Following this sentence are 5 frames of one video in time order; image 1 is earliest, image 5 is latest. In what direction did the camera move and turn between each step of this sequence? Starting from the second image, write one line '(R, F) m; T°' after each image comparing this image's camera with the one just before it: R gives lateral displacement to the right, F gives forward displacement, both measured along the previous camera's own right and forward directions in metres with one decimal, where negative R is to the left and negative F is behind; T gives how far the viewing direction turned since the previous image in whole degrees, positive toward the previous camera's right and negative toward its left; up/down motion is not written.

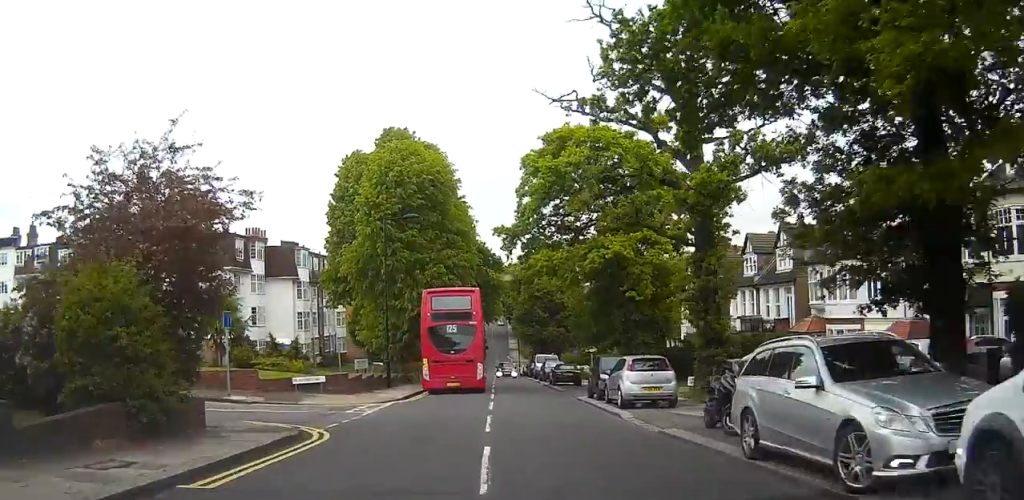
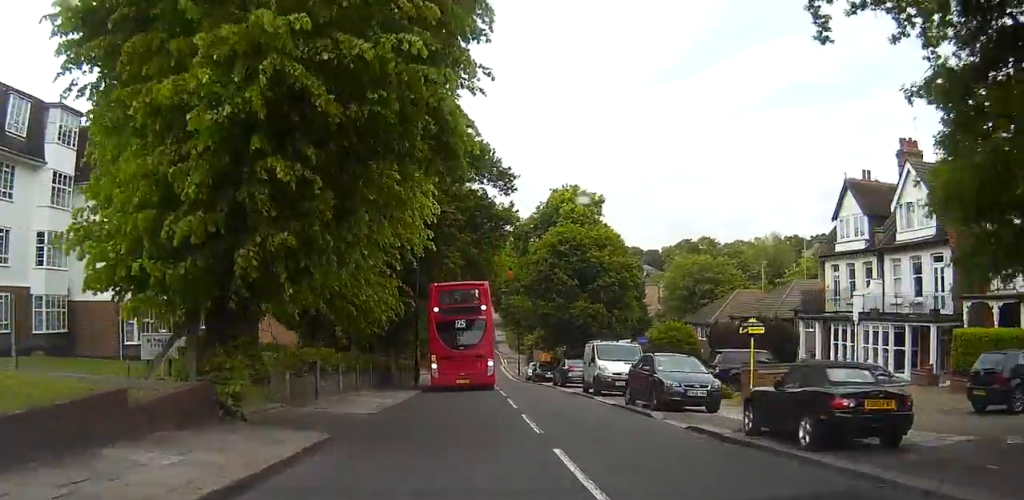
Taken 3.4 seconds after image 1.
(-0.2, +29.5) m; +1°
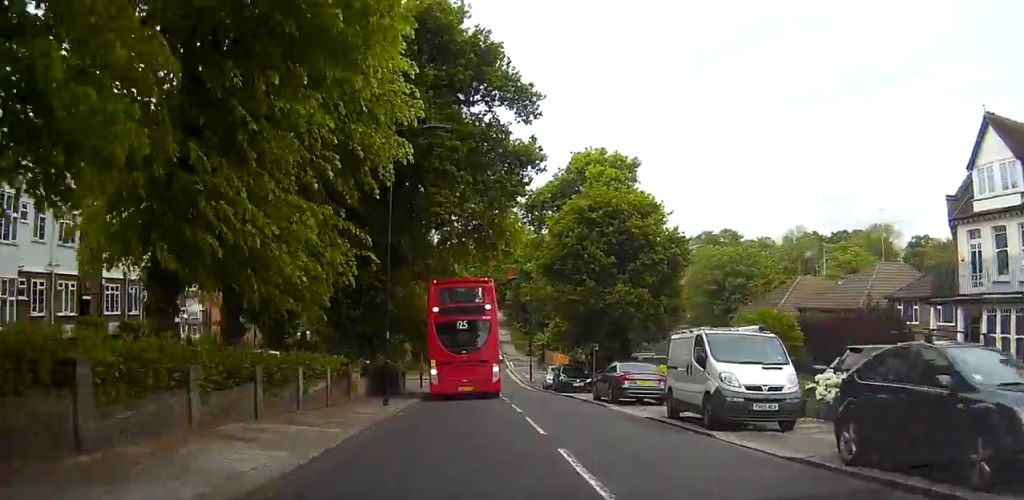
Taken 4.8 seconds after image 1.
(+0.2, +10.9) m; +3°
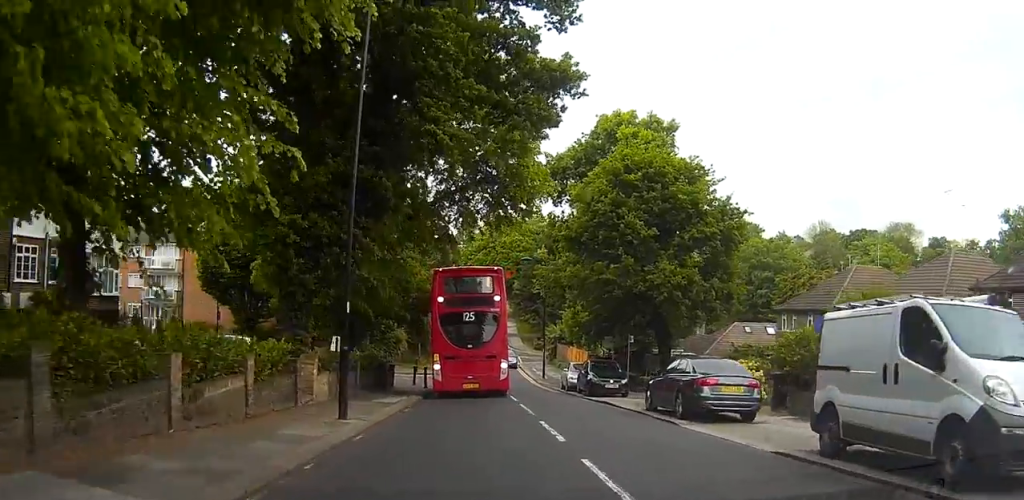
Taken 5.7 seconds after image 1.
(+0.2, +6.7) m; +1°
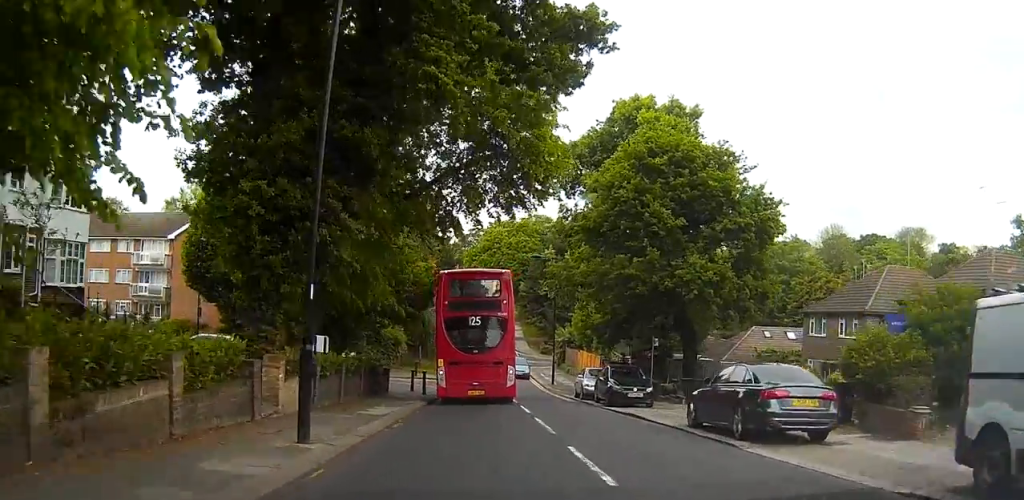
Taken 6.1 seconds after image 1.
(-0.1, +3.0) m; -1°
